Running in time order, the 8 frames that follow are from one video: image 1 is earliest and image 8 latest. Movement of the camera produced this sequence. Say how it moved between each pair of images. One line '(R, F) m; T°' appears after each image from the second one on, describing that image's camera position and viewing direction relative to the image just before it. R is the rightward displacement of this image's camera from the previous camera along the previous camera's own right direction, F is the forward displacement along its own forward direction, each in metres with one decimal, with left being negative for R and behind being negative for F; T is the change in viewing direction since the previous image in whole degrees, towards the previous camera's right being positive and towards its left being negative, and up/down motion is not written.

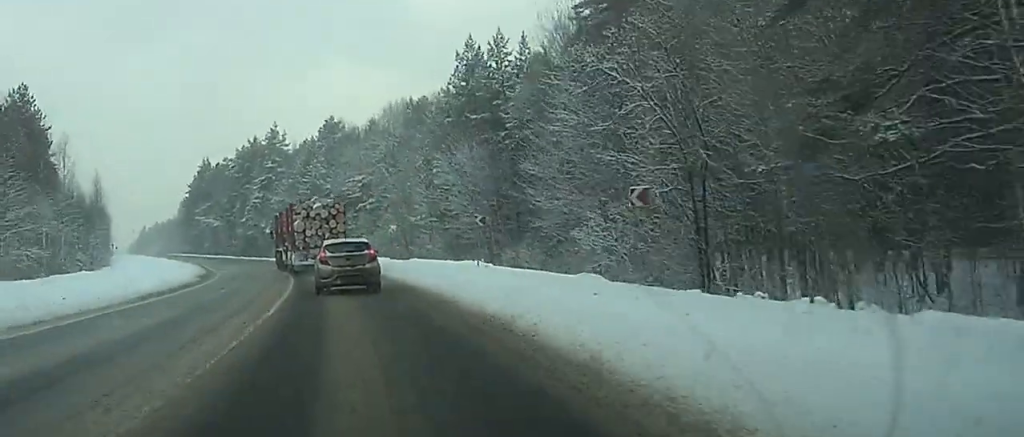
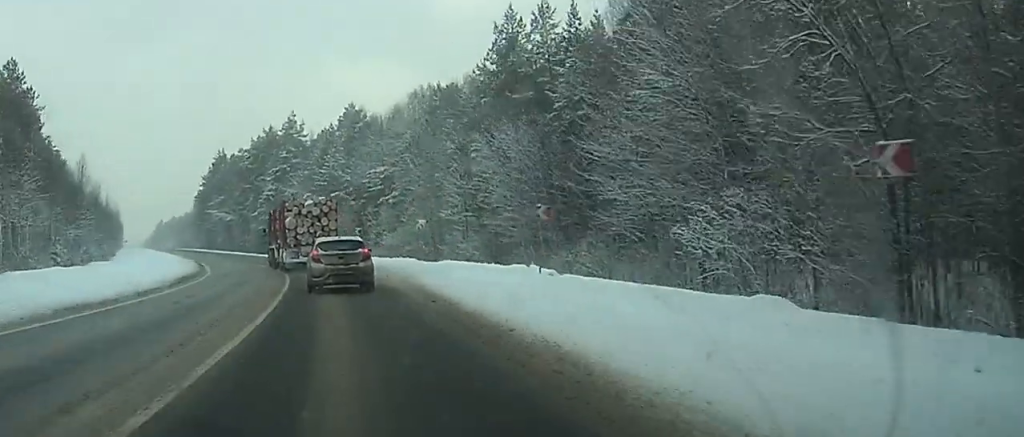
(+0.1, +11.0) m; -1°
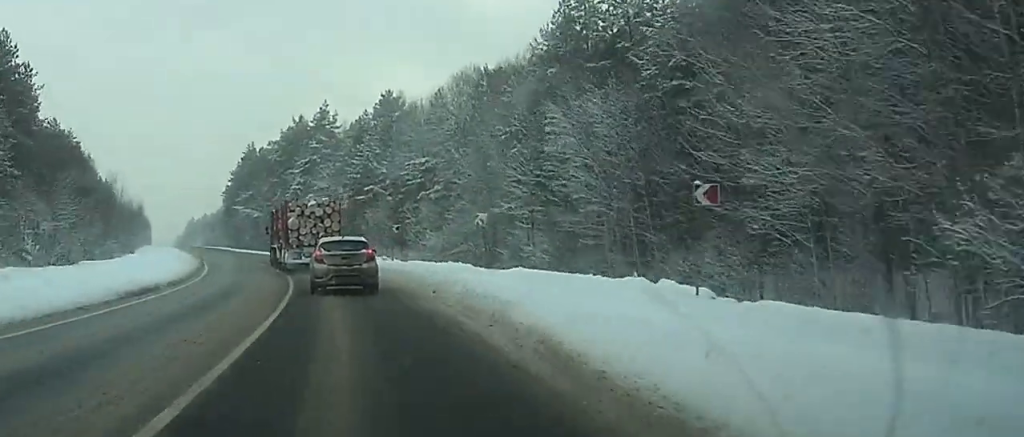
(-0.2, +13.1) m; -2°
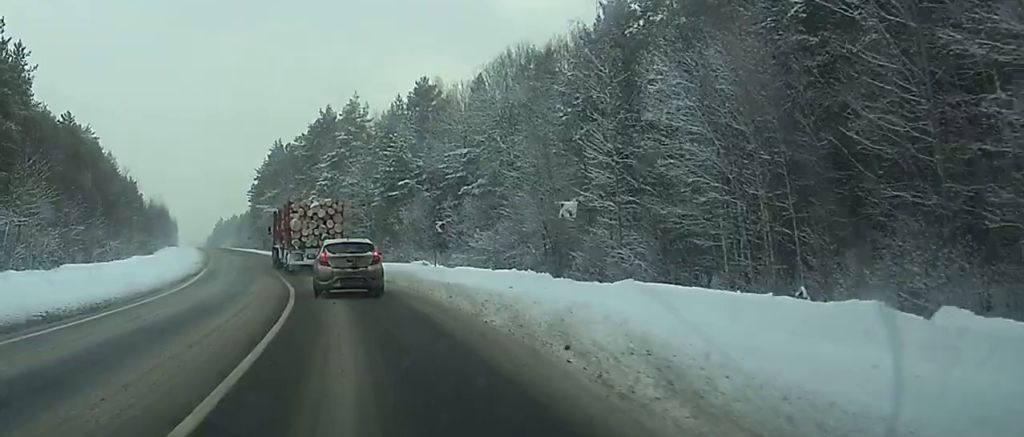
(-0.2, +11.7) m; -2°
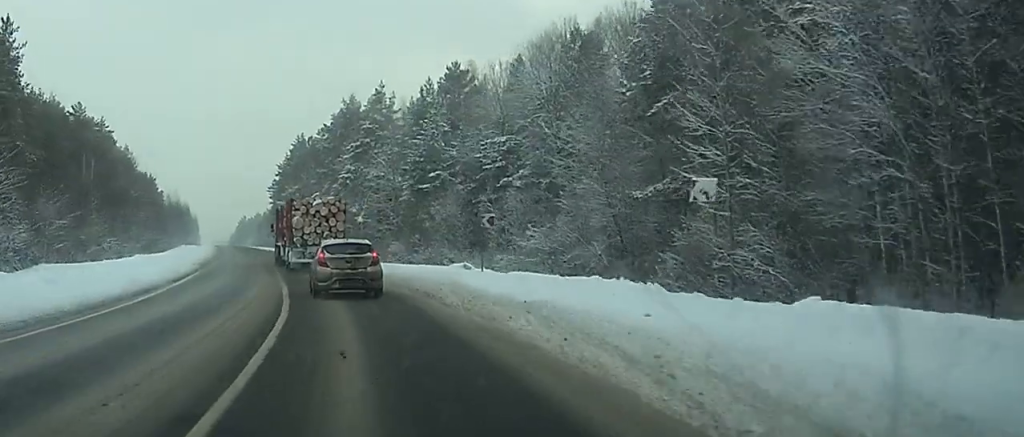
(-0.3, +9.8) m; -1°
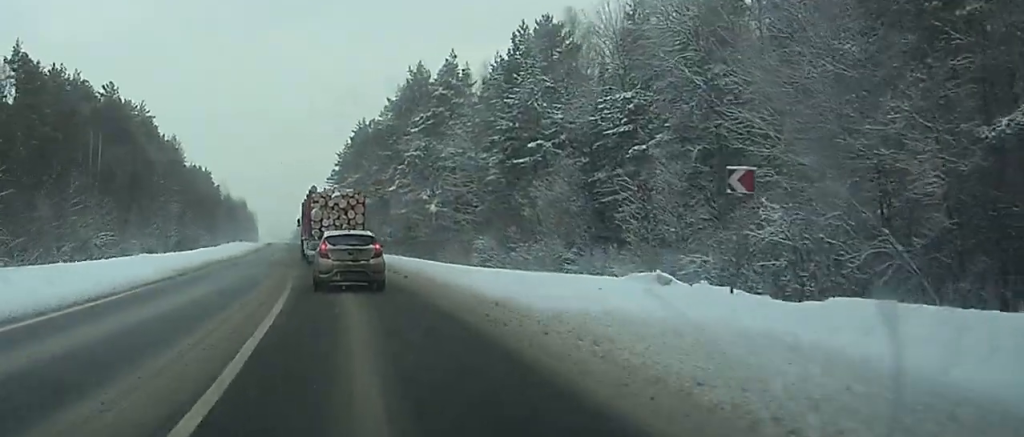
(-0.2, +21.5) m; -2°
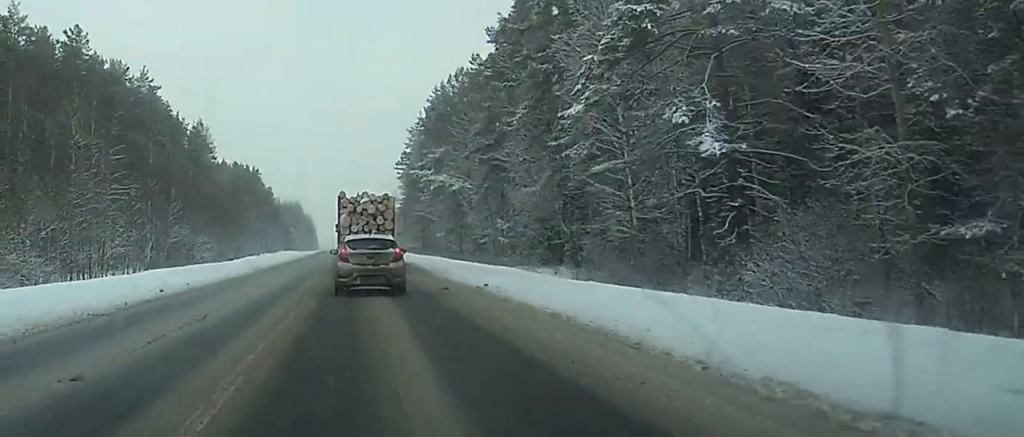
(-4.1, +52.5) m; -14°
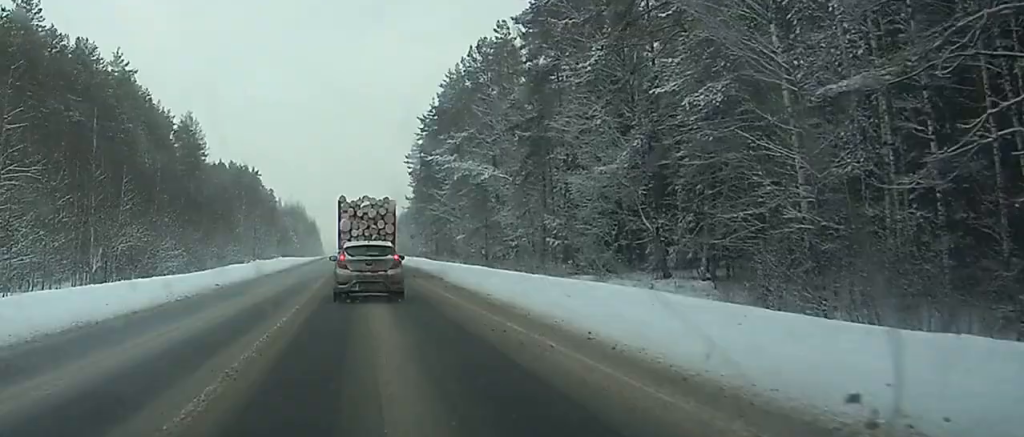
(-1.9, +18.3) m; -9°
